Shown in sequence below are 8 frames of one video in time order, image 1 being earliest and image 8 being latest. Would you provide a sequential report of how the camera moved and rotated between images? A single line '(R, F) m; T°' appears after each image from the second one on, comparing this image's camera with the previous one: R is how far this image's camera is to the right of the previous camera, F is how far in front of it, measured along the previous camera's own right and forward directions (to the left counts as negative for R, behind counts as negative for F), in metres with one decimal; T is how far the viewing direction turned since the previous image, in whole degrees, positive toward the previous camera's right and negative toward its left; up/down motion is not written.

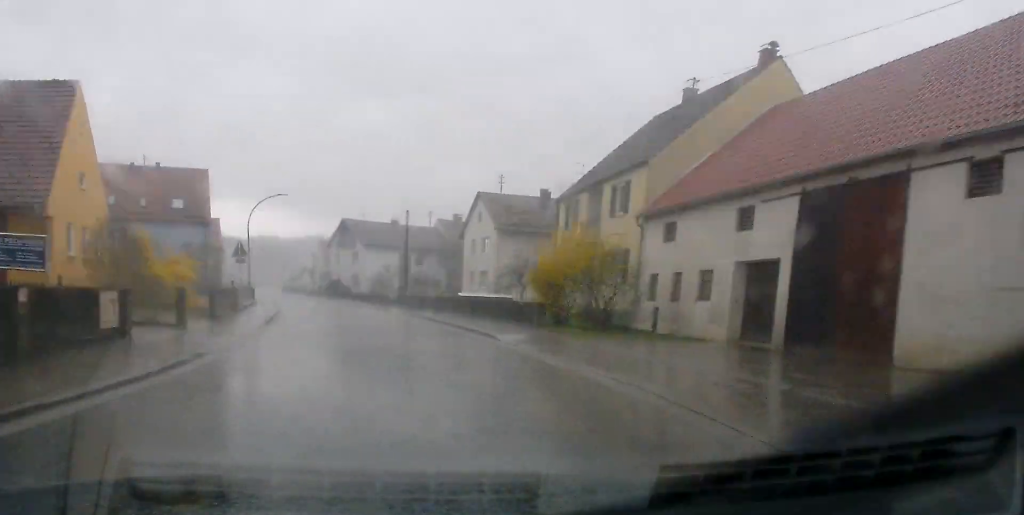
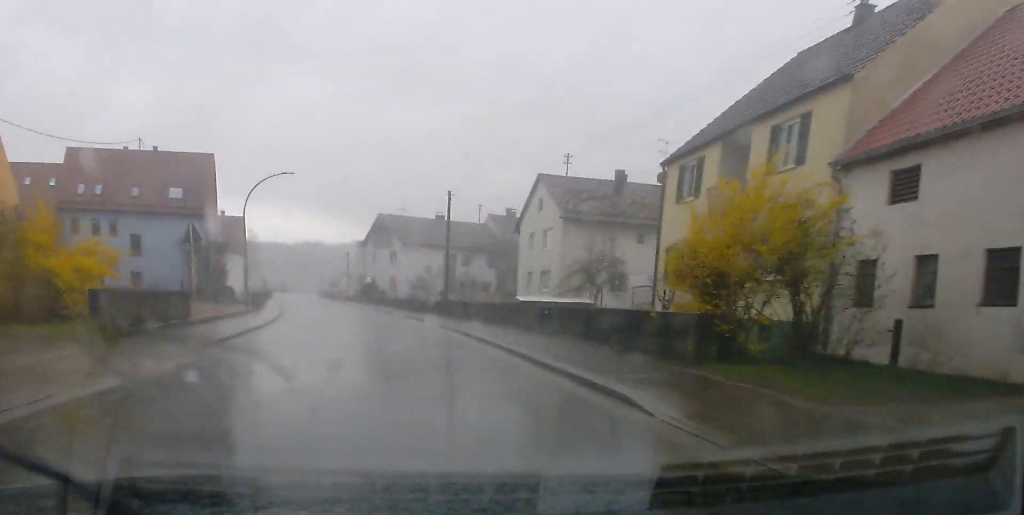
(-0.2, +12.7) m; -5°
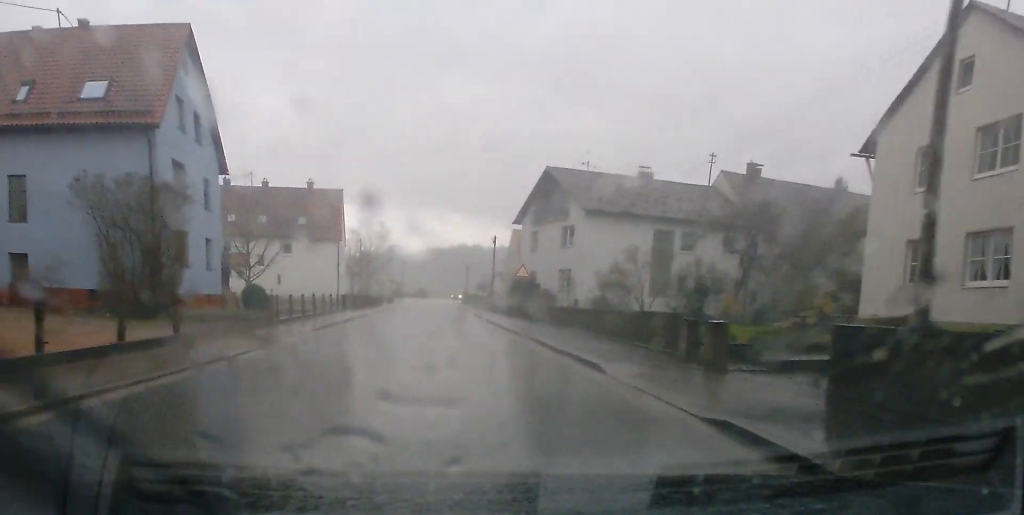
(-3.8, +36.6) m; -7°
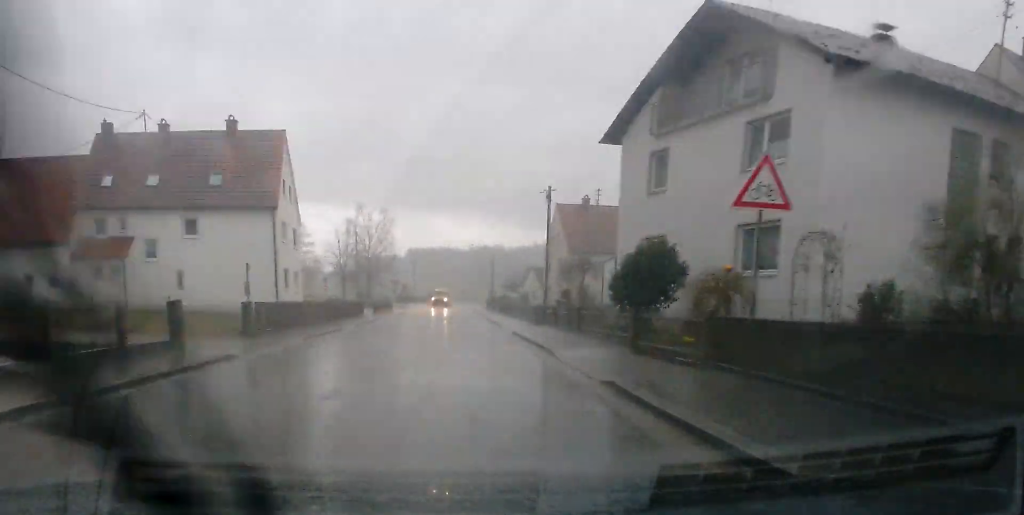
(-0.3, +32.1) m; -1°
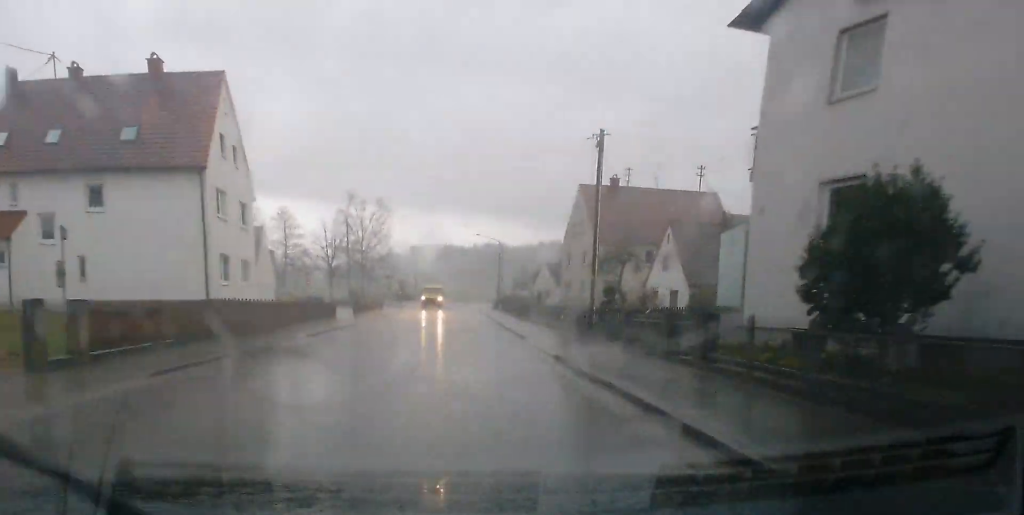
(0.0, +12.5) m; -1°
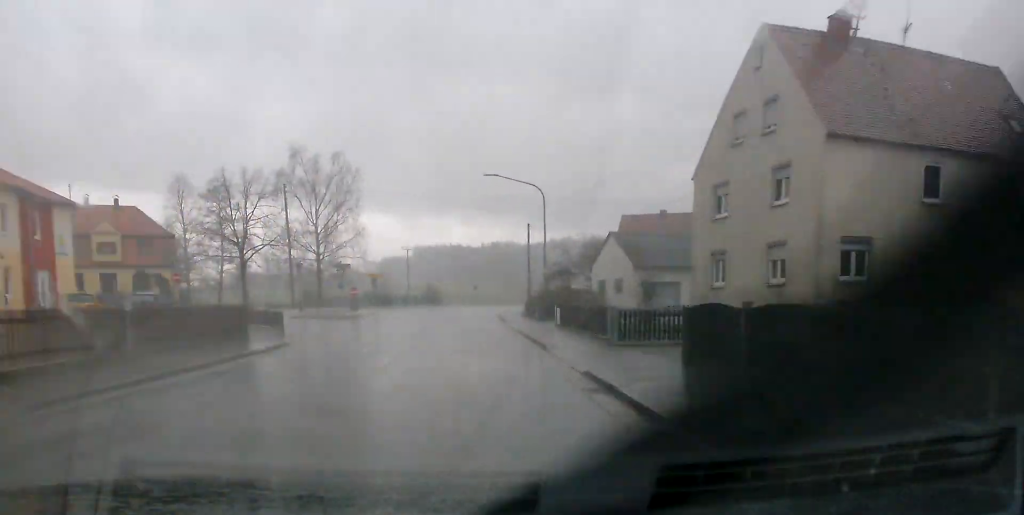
(-0.5, +38.0) m; 0°
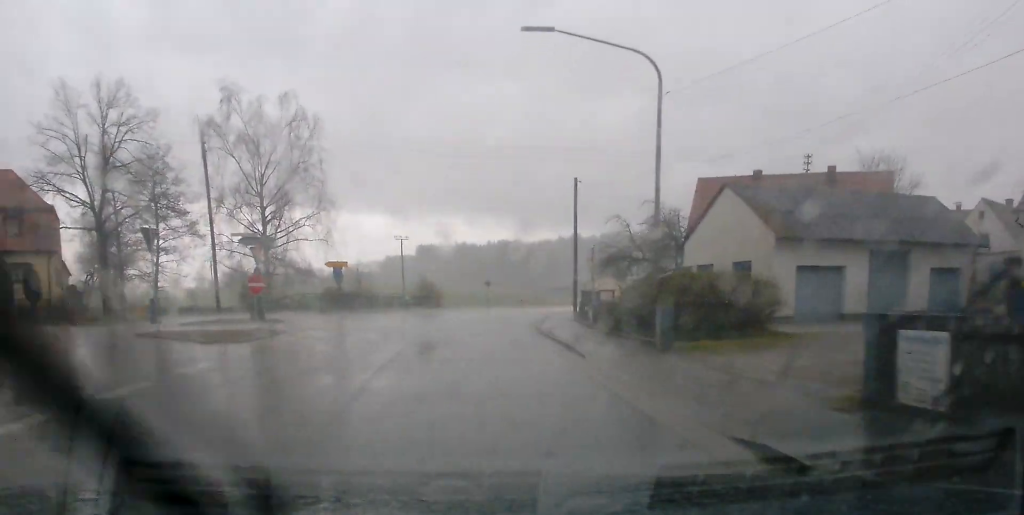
(+0.1, +21.7) m; +2°
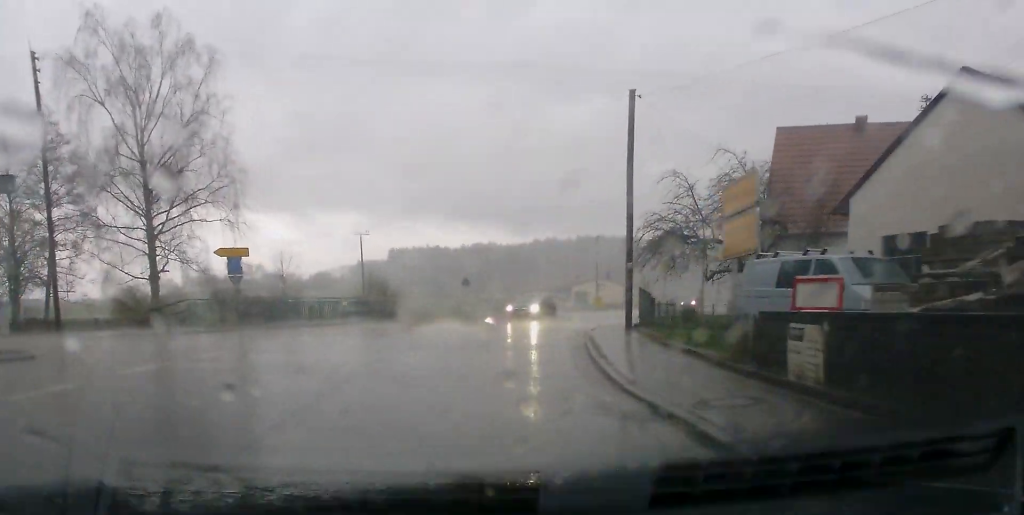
(-0.2, +16.4) m; +3°
